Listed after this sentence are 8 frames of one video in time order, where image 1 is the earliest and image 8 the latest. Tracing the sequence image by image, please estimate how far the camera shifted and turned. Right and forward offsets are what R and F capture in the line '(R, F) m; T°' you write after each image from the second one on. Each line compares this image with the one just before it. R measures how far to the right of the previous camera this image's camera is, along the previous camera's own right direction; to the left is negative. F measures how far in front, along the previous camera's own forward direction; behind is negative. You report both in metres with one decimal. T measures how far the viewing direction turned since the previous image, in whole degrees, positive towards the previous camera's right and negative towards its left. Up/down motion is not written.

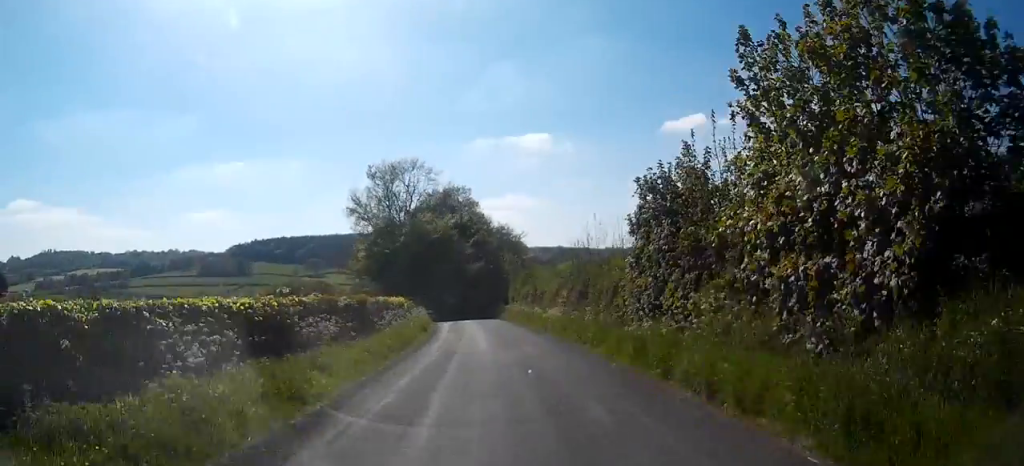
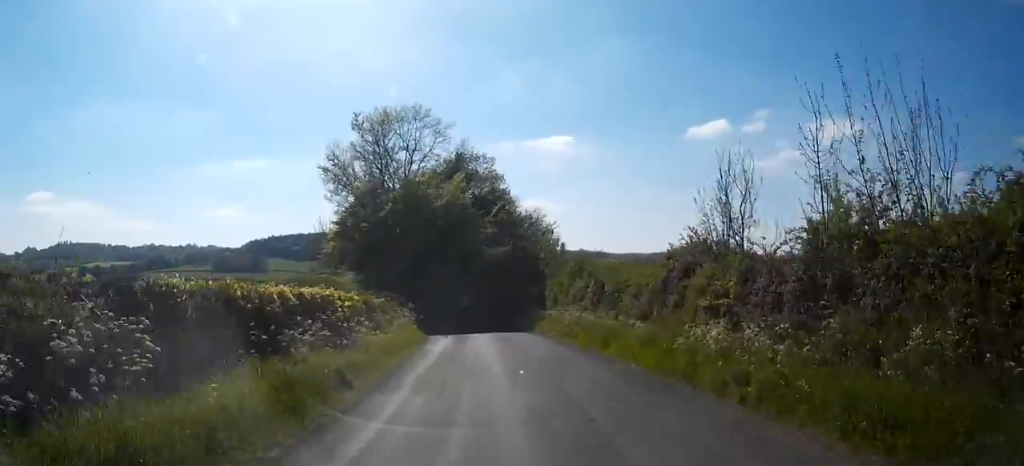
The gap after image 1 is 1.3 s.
(+0.3, +19.0) m; 0°
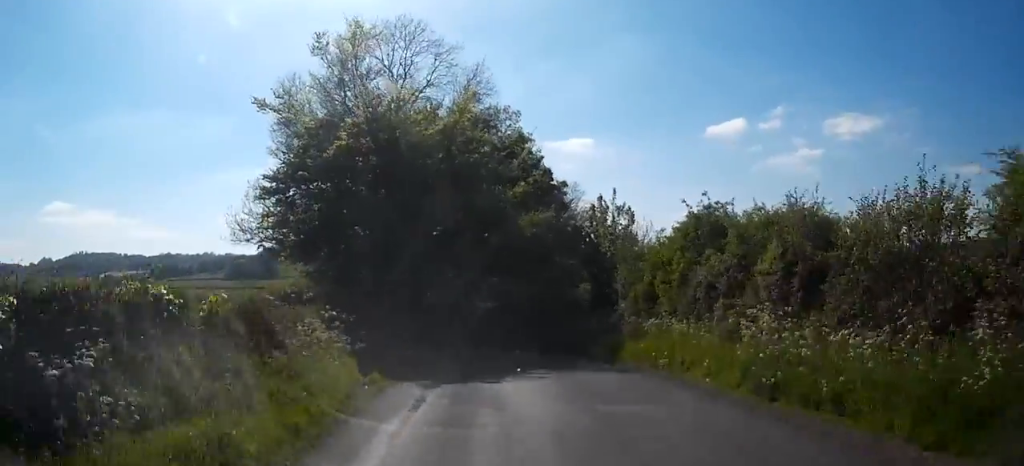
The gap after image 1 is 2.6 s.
(-0.7, +17.3) m; -5°
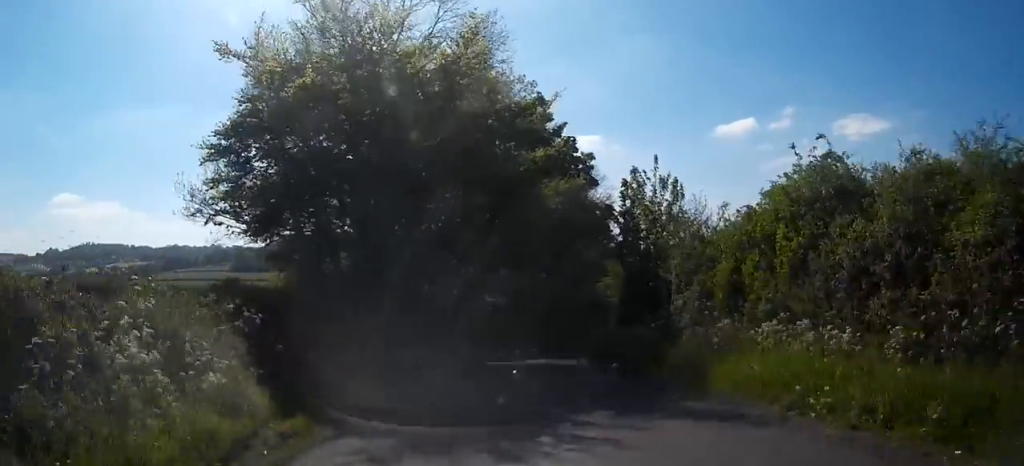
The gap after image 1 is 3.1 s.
(-0.1, +6.1) m; 0°
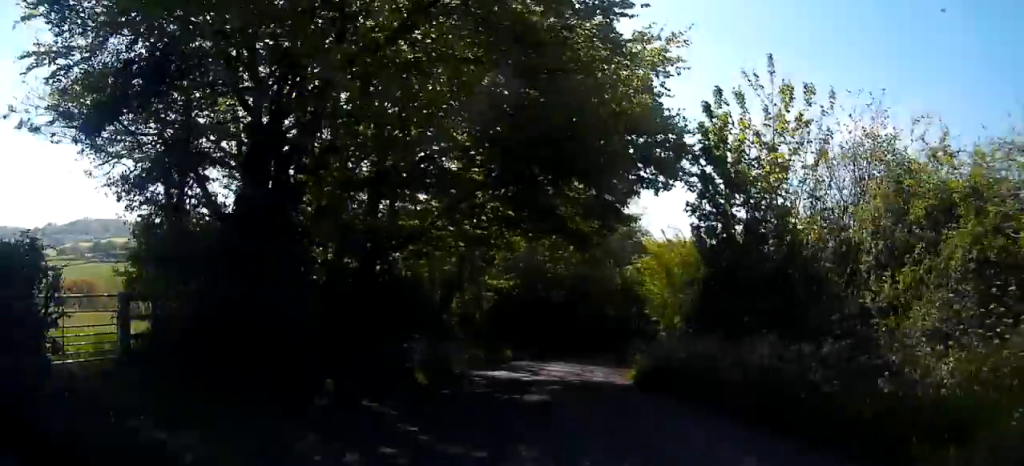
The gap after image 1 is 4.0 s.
(0.0, +10.2) m; +2°
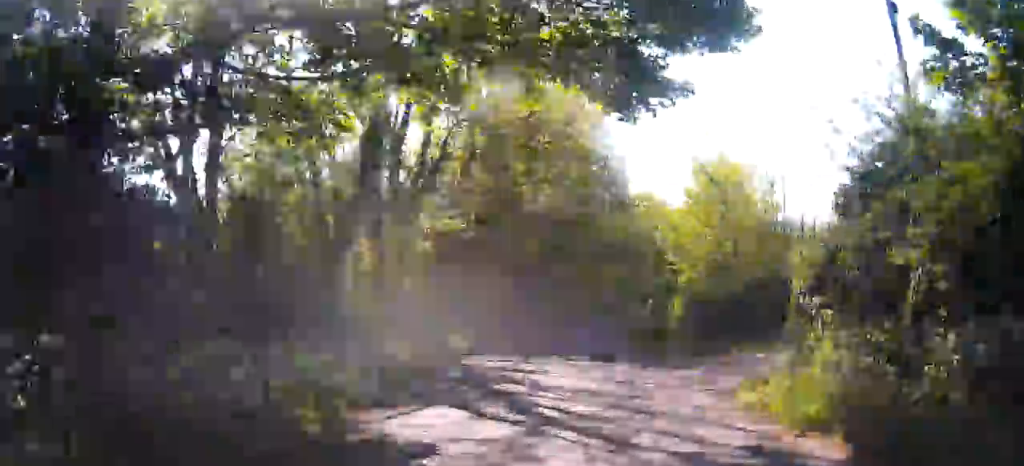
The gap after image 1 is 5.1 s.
(+0.6, +13.5) m; +4°
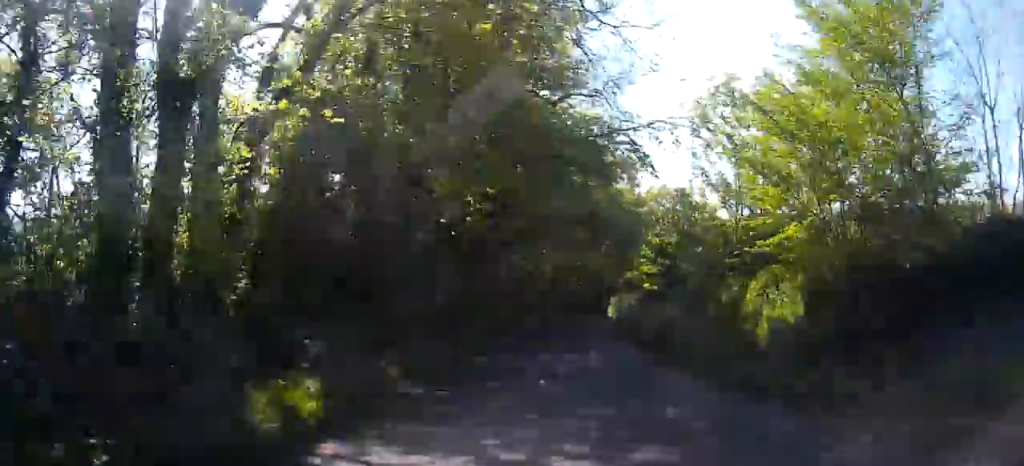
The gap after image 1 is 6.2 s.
(+0.3, +12.1) m; +2°
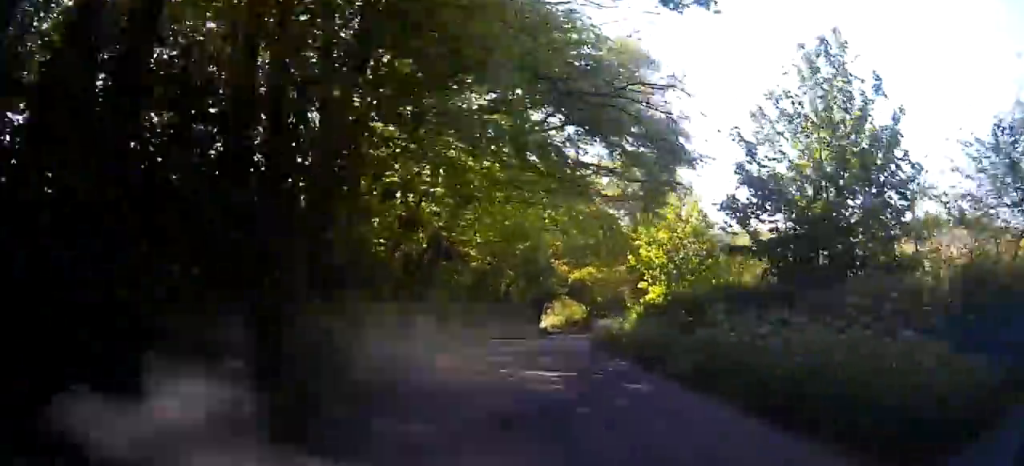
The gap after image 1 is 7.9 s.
(+1.2, +21.1) m; +11°
